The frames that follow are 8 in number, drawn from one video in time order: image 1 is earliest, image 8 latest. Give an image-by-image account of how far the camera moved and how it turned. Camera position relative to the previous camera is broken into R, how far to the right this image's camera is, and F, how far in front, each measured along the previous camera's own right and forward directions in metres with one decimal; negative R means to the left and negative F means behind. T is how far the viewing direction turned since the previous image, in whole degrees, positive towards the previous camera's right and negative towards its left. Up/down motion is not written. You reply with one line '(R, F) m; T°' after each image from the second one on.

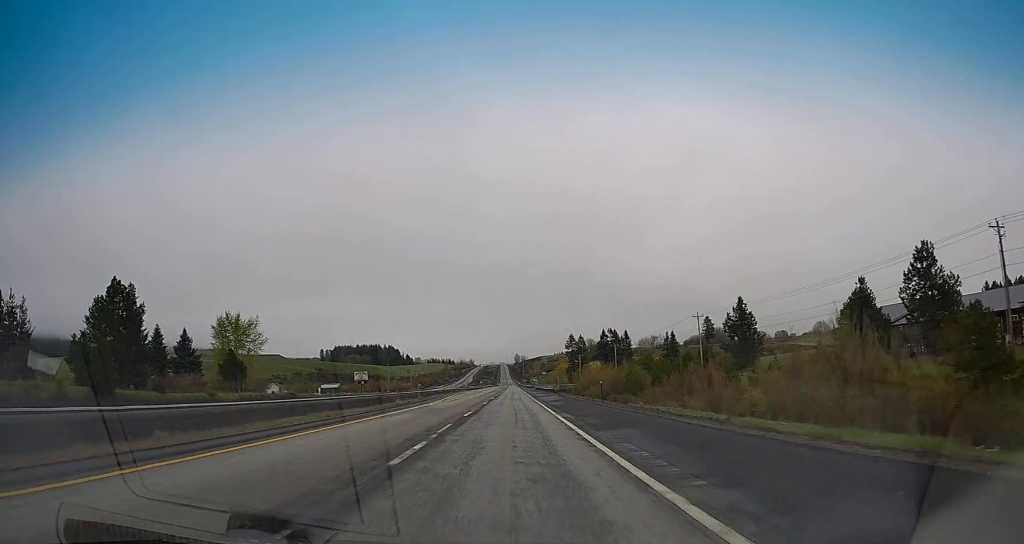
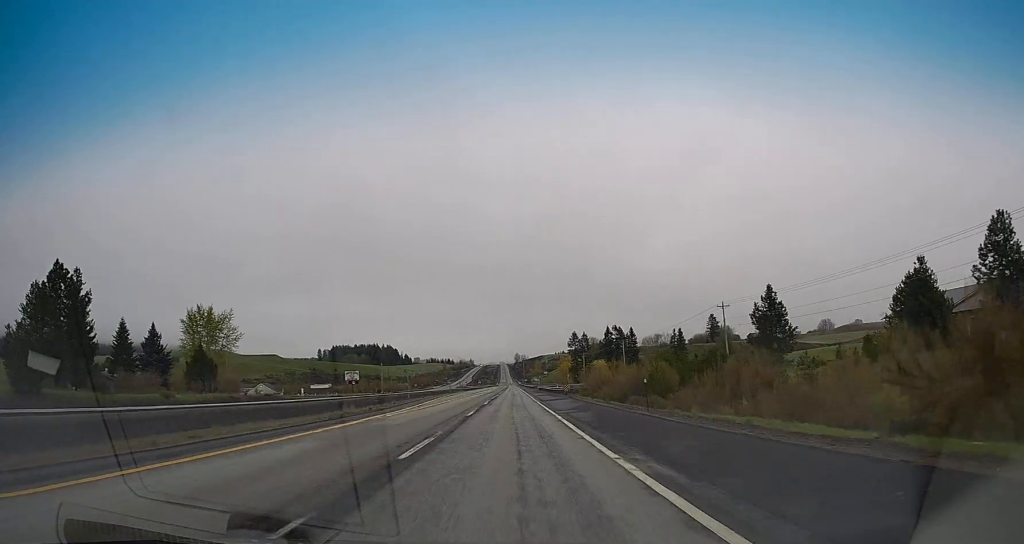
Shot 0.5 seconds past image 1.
(-0.1, +14.7) m; 0°
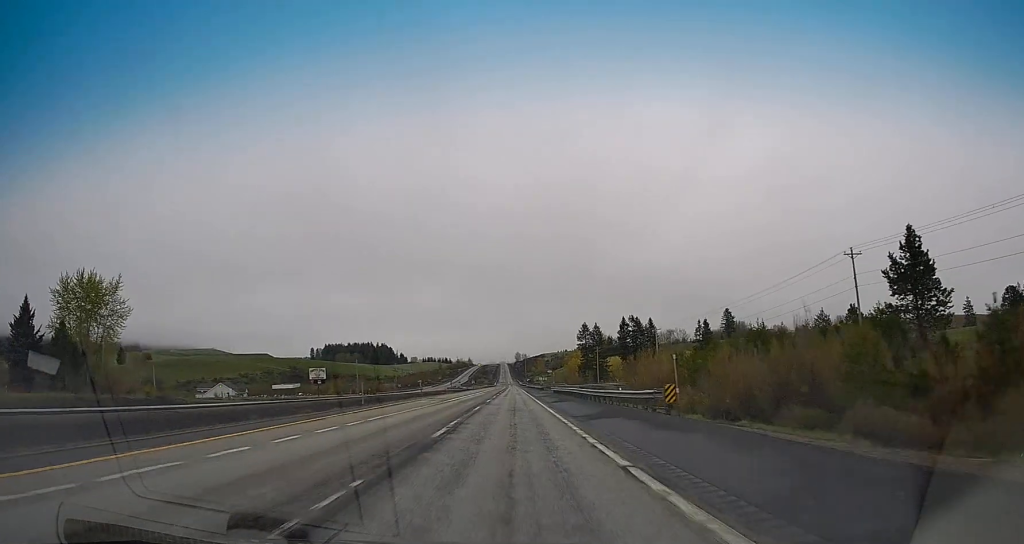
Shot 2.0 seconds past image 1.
(-0.2, +43.0) m; -1°
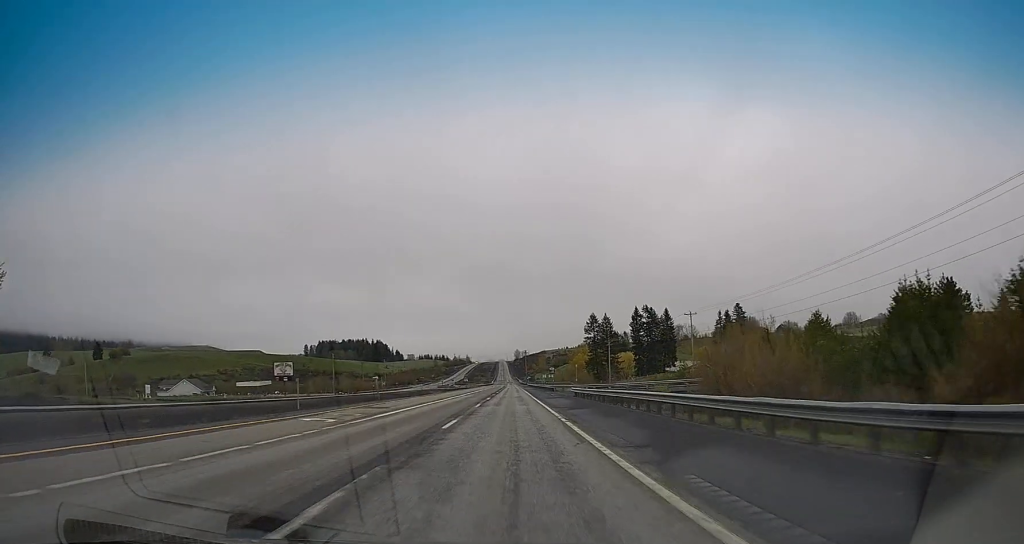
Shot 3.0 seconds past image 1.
(-0.2, +29.3) m; +1°
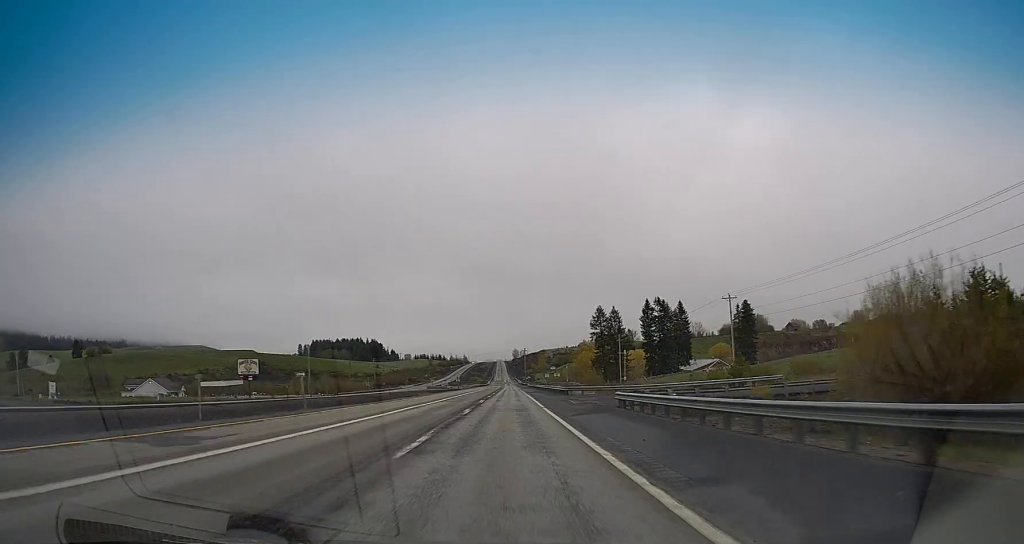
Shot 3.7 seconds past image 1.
(+0.6, +22.5) m; +1°
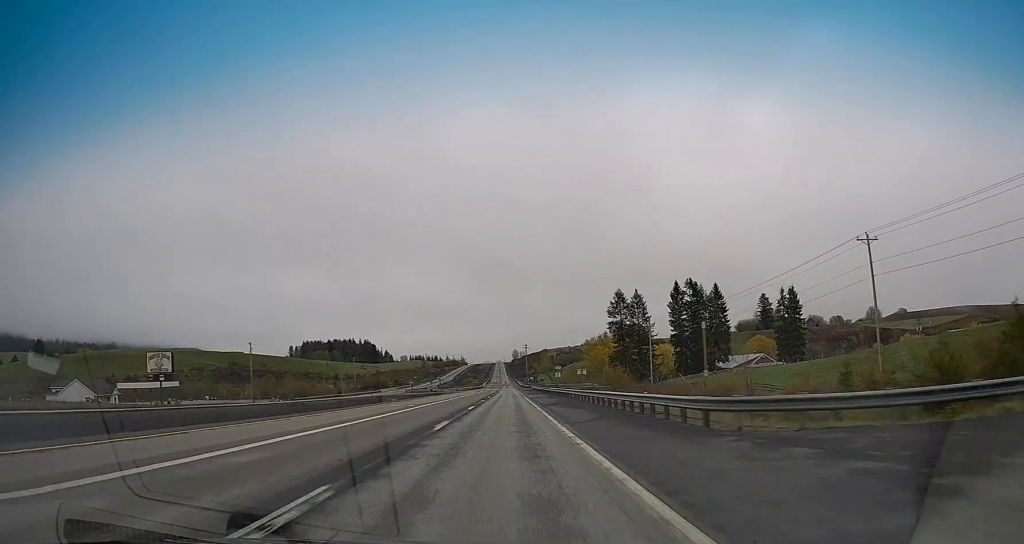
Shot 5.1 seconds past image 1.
(-0.6, +40.1) m; -1°
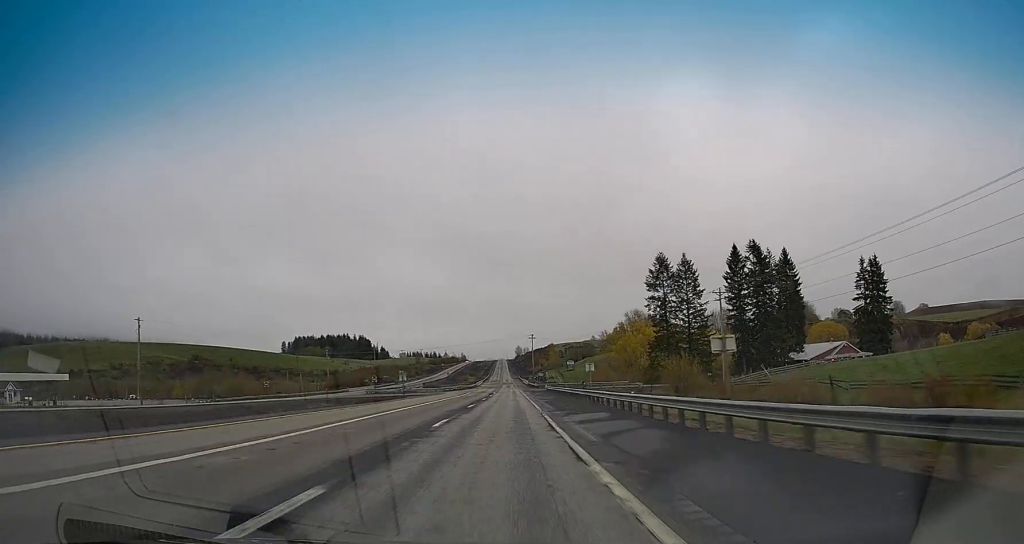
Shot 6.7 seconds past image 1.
(+0.1, +46.0) m; 0°
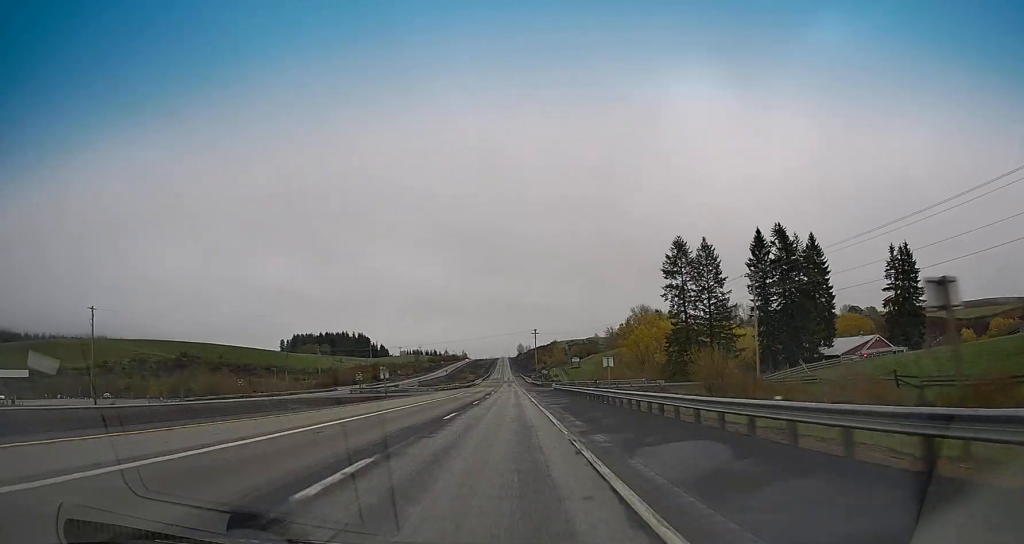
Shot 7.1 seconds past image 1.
(-0.2, +12.7) m; 0°
